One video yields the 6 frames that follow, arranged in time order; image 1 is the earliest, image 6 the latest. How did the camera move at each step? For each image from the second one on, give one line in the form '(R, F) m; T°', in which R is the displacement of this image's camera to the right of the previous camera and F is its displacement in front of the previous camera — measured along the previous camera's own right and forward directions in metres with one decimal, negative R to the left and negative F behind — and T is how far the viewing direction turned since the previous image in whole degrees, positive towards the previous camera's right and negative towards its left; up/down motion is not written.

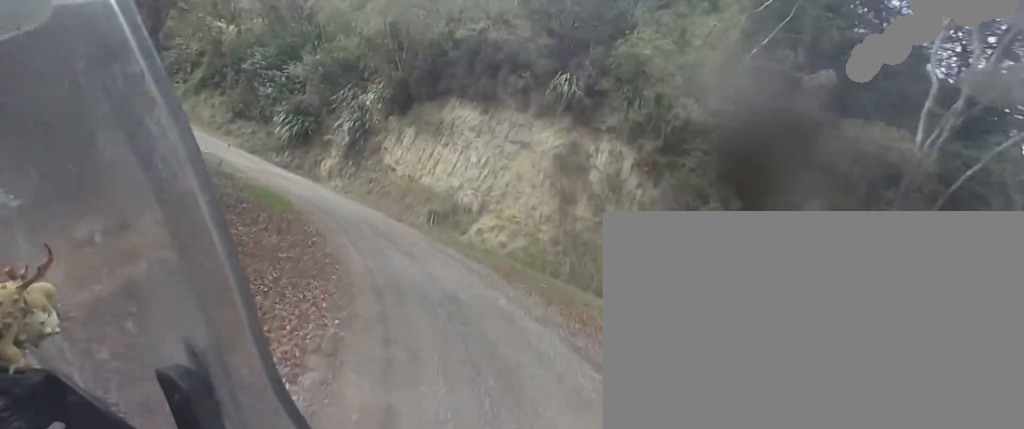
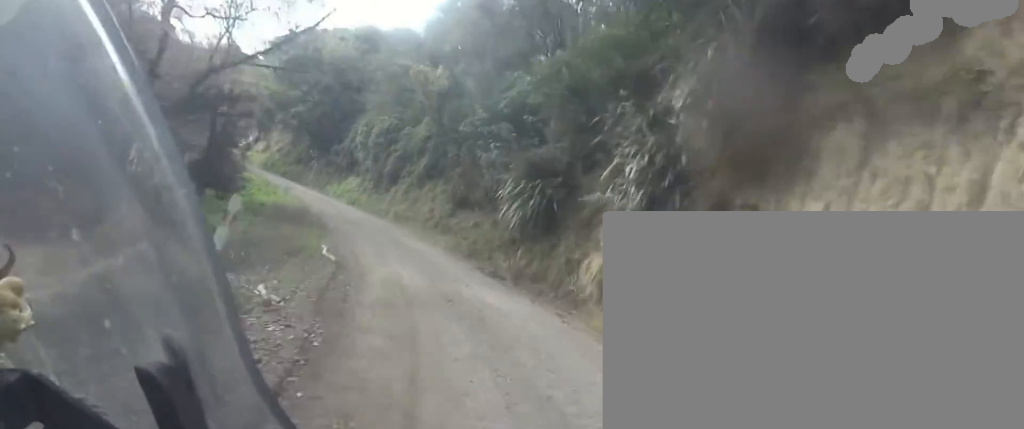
(-3.9, +17.6) m; -30°
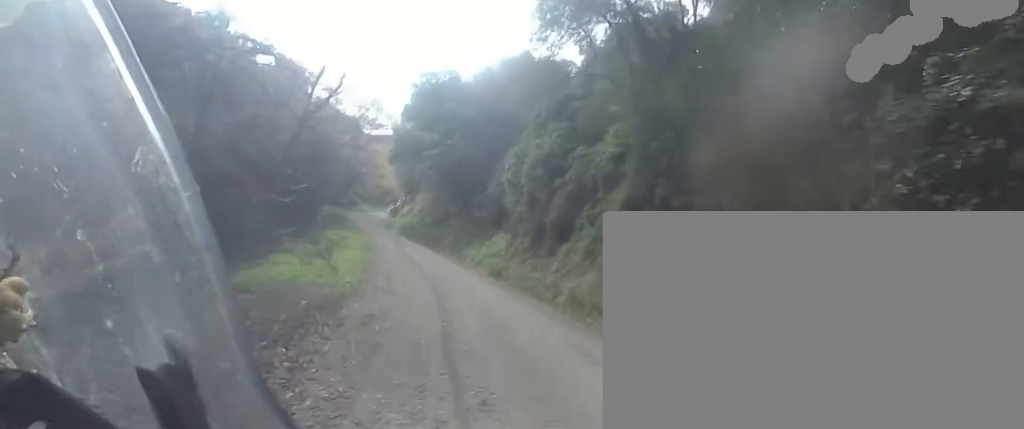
(-3.5, +14.8) m; -23°
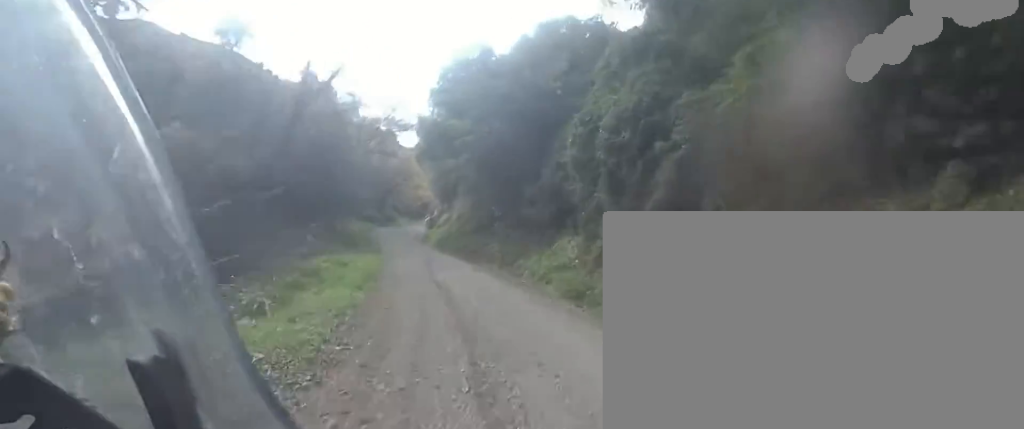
(-0.7, +7.5) m; -4°
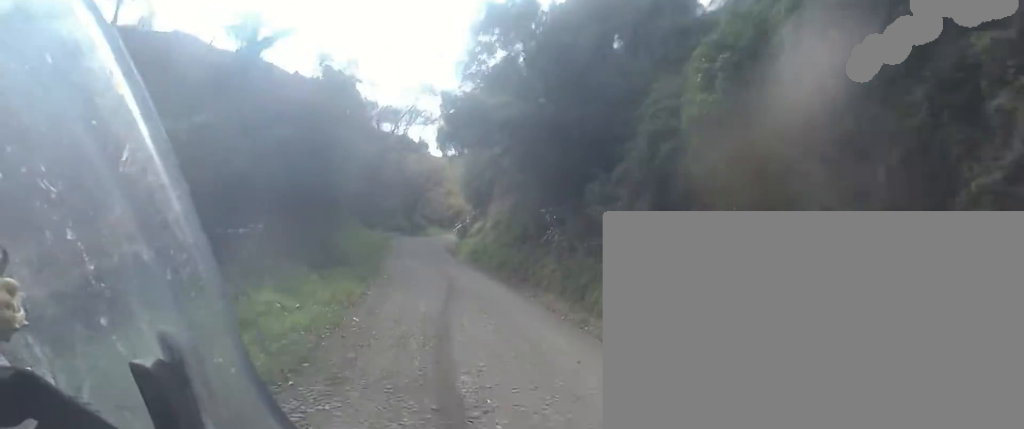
(-0.2, +8.0) m; -1°
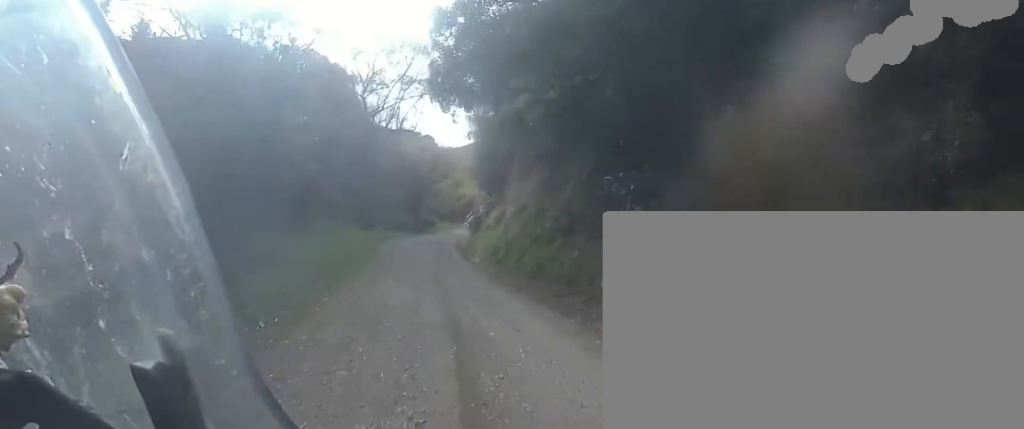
(0.0, +8.2) m; 0°
